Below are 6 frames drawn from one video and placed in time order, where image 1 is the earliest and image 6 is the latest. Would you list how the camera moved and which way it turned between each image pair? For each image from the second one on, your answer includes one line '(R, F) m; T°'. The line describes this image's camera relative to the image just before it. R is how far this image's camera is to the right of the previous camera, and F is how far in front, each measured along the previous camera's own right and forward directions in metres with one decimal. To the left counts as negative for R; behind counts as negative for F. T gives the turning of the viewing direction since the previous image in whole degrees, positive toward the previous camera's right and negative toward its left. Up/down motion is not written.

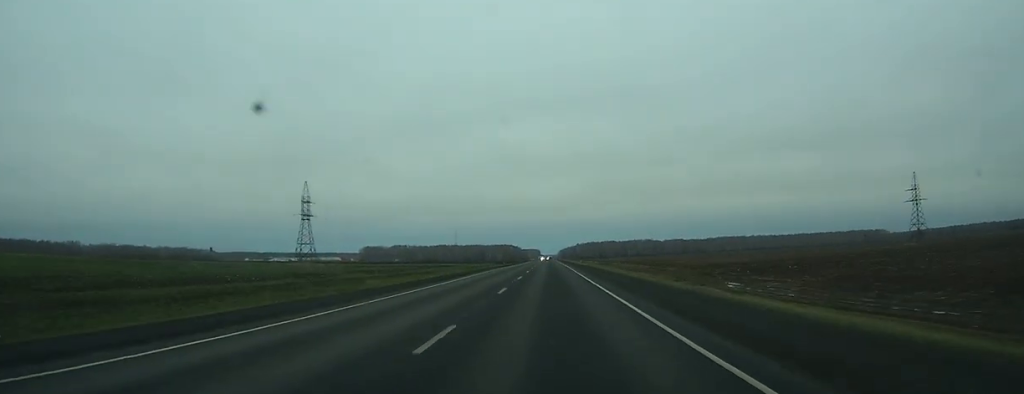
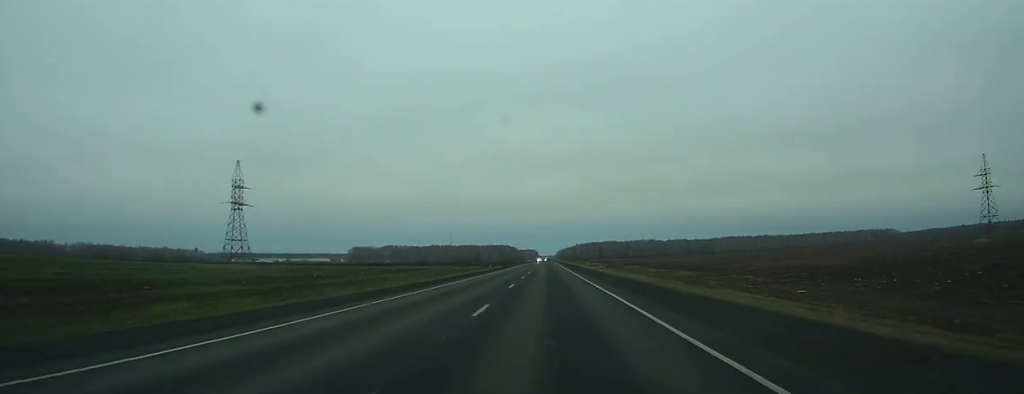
(+0.1, +45.3) m; 0°
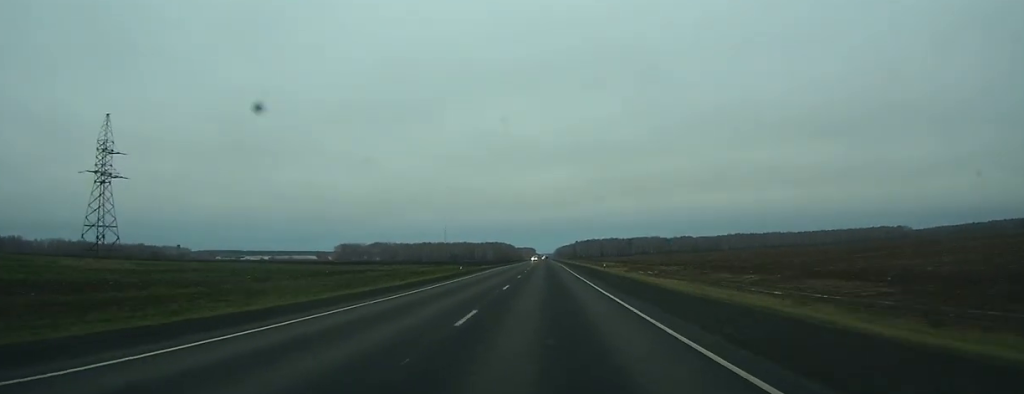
(+0.1, +51.6) m; 0°
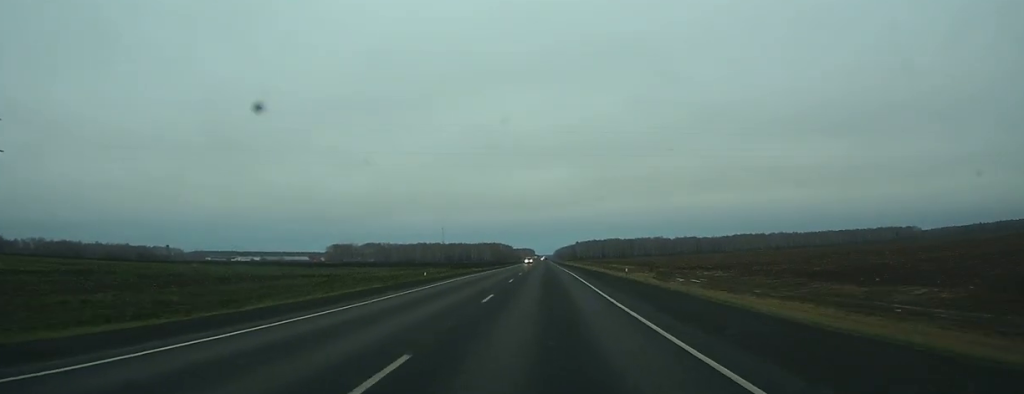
(-0.1, +29.9) m; 0°
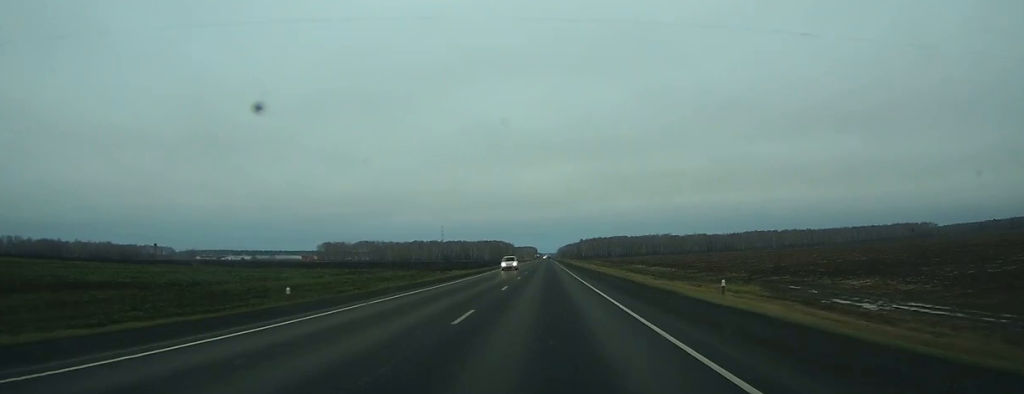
(-0.1, +39.7) m; 0°
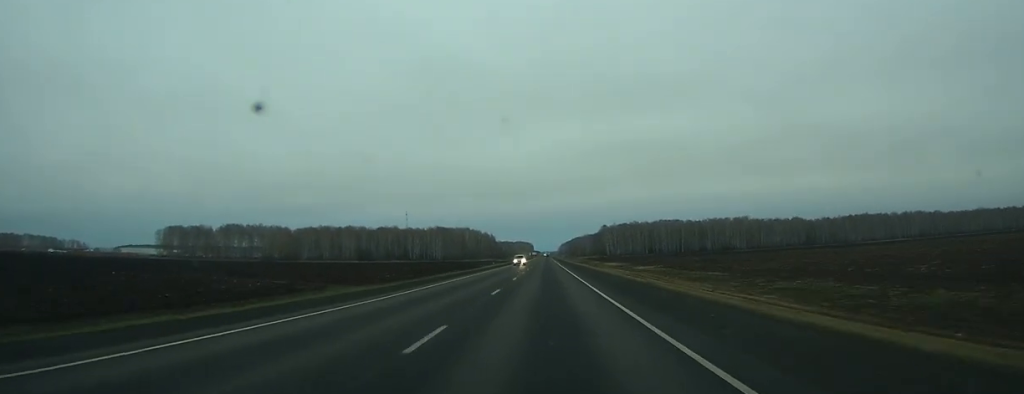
(-0.2, +302.1) m; 0°
